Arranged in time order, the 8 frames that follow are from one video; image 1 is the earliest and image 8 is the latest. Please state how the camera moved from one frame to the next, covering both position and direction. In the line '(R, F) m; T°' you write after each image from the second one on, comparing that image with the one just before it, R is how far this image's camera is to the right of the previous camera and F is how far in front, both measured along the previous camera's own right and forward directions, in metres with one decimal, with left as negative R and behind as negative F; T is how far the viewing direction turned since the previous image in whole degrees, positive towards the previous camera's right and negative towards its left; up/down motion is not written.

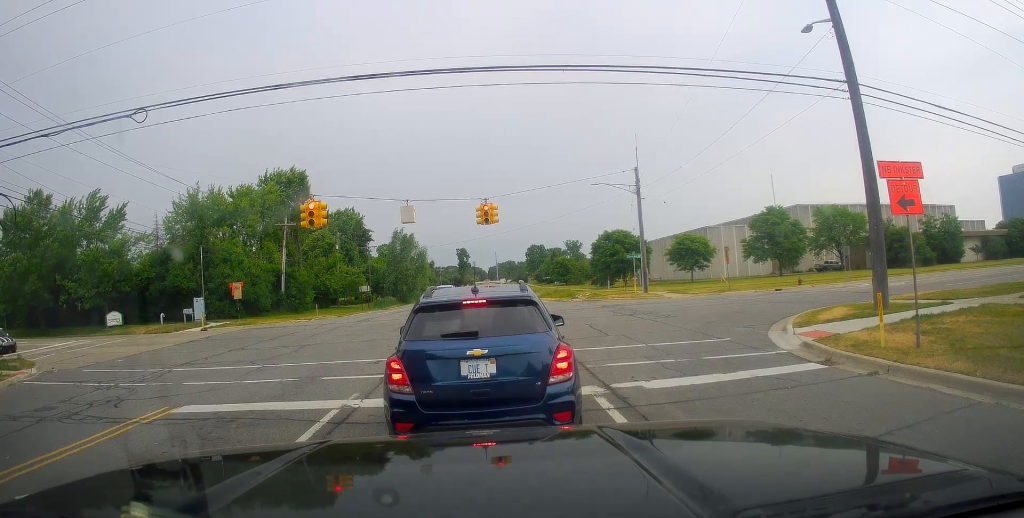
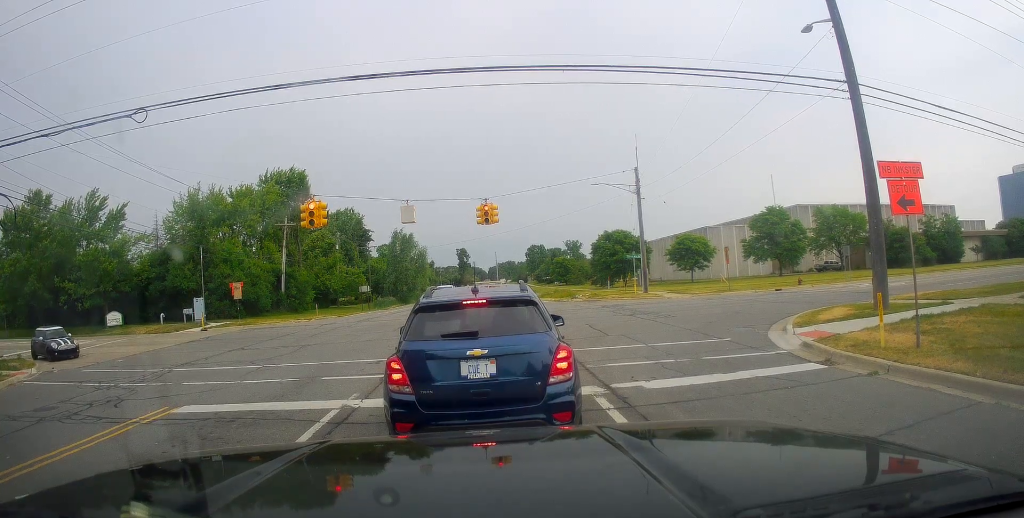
(0.0, 0.0) m; 0°
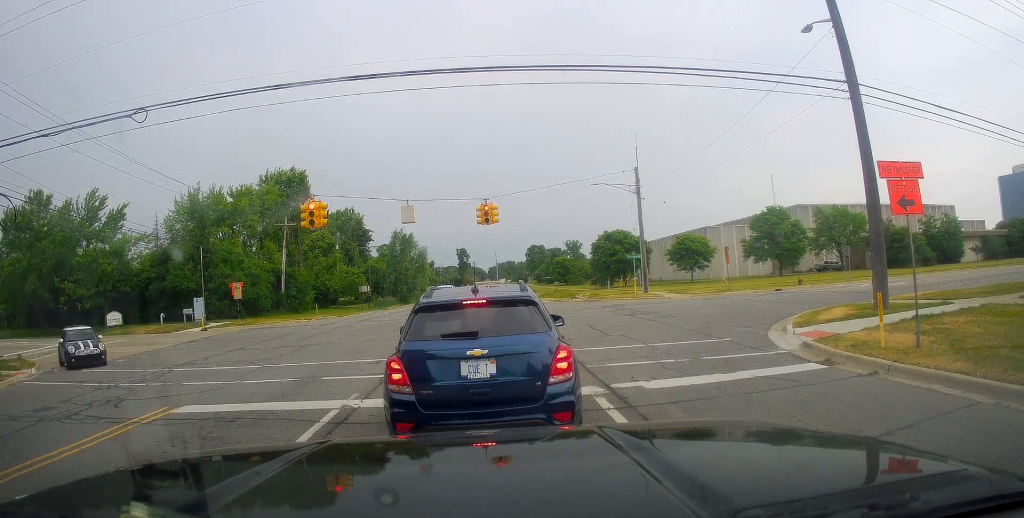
(0.0, 0.0) m; 0°
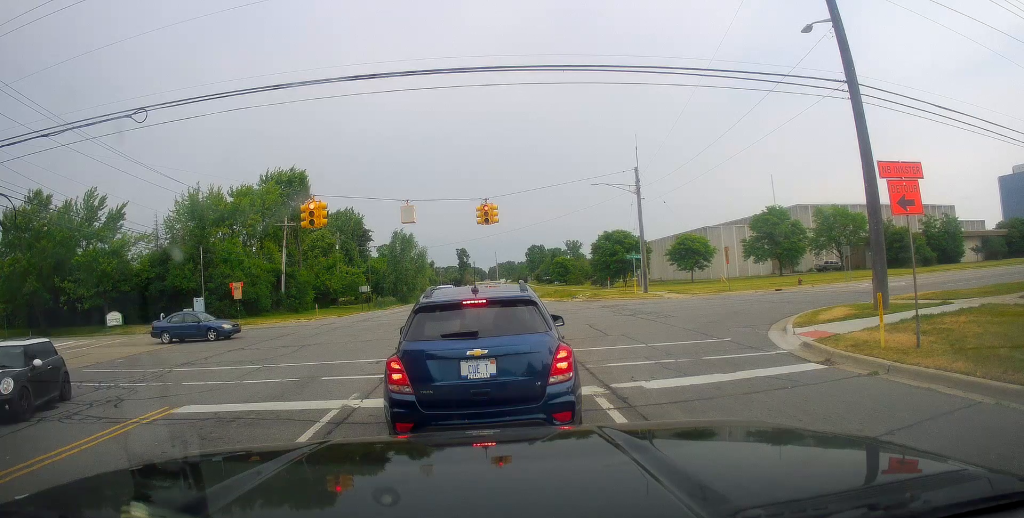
(0.0, 0.0) m; 0°
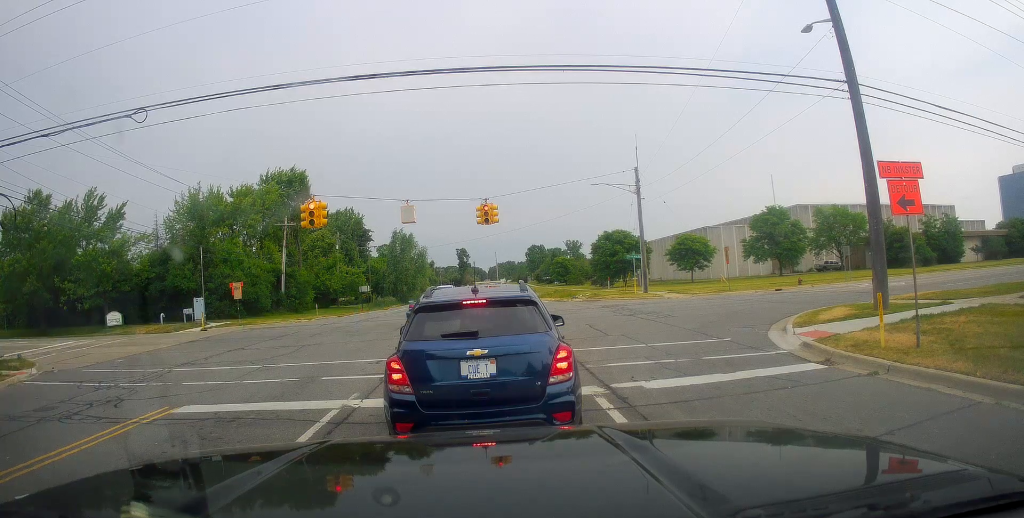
(0.0, 0.0) m; 0°
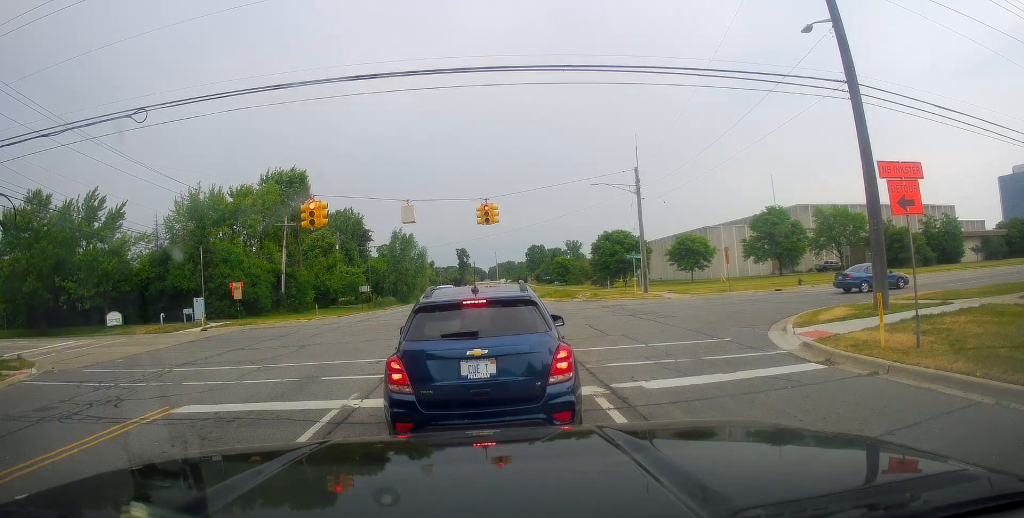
(0.0, 0.0) m; 0°
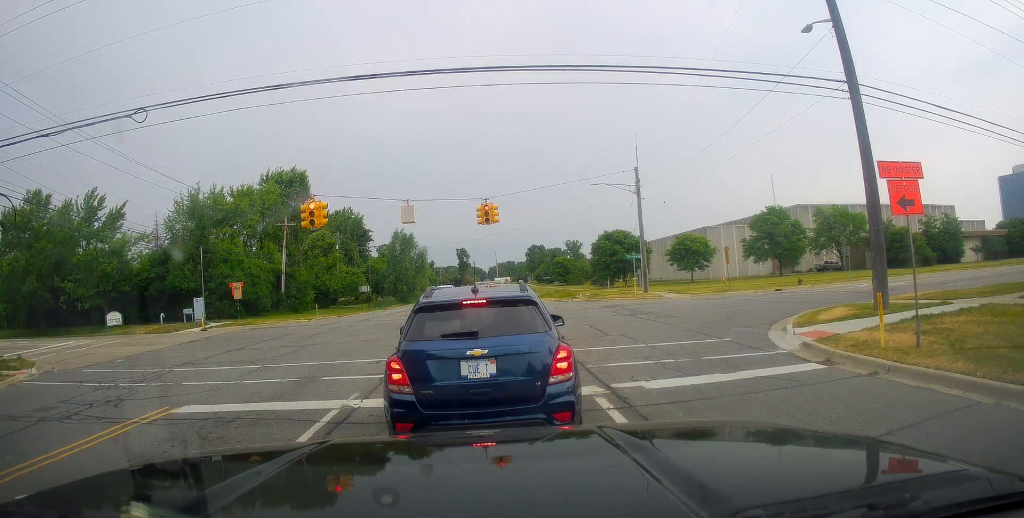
(0.0, 0.0) m; 0°
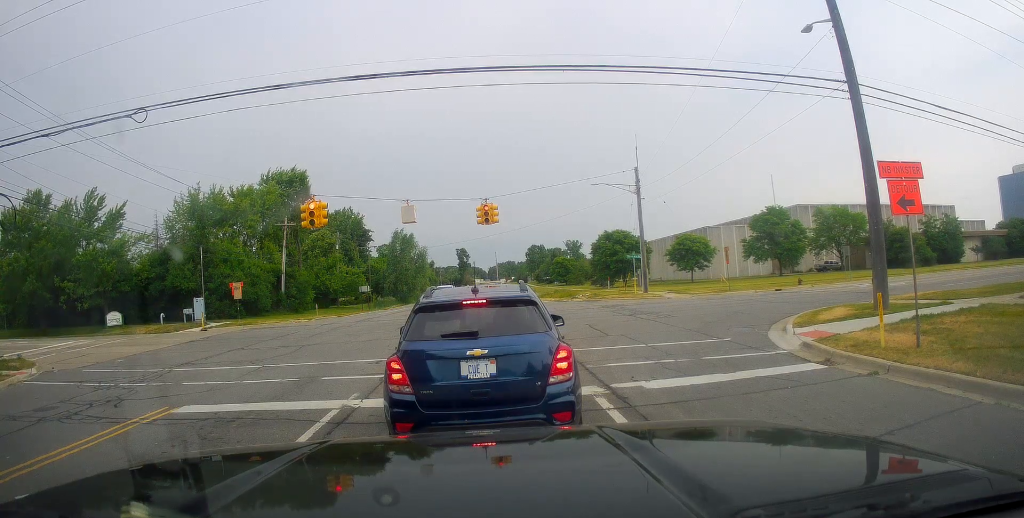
(0.0, 0.0) m; 0°
